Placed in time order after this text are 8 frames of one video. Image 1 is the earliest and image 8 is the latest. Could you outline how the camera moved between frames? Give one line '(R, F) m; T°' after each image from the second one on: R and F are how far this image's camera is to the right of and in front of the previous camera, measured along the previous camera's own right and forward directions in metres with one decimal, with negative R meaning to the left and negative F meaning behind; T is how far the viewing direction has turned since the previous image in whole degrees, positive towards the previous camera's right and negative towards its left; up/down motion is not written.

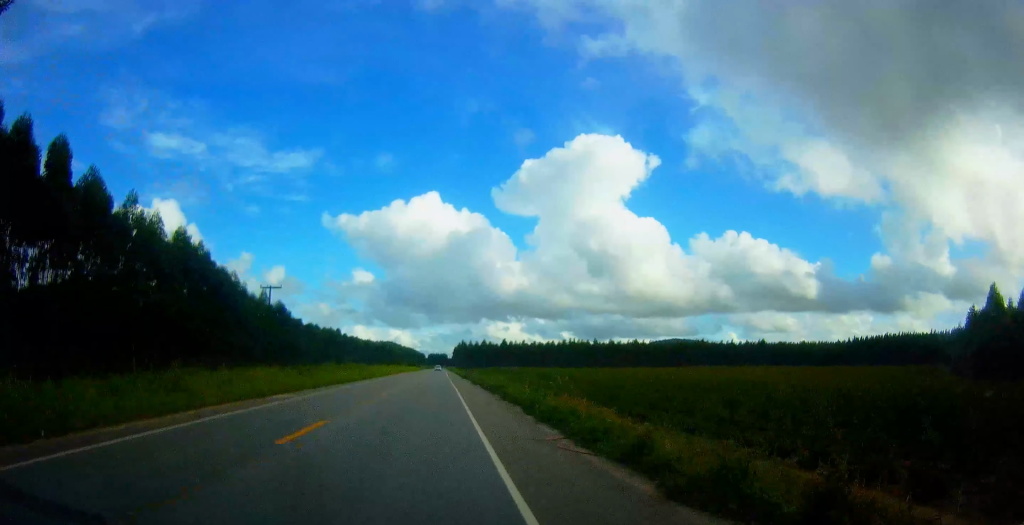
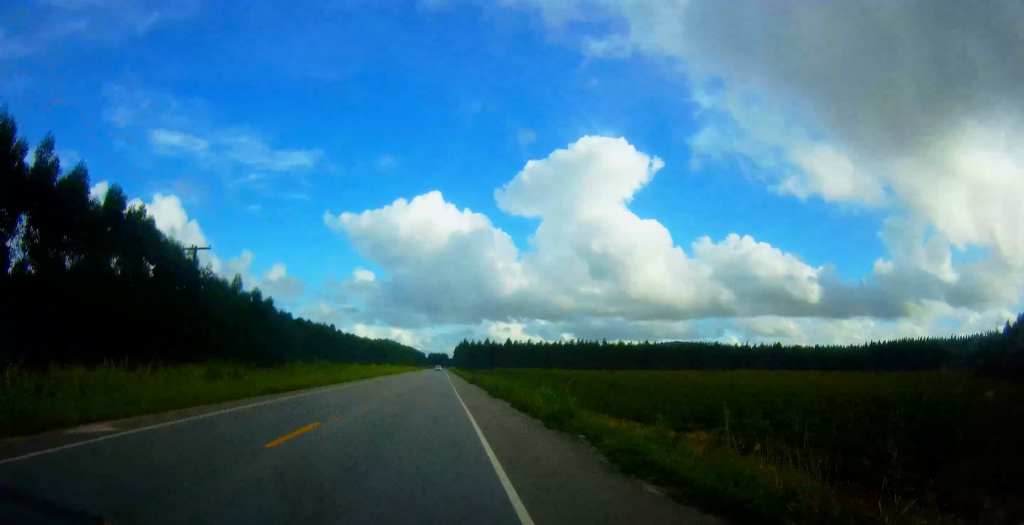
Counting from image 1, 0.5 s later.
(+0.1, +16.5) m; 0°
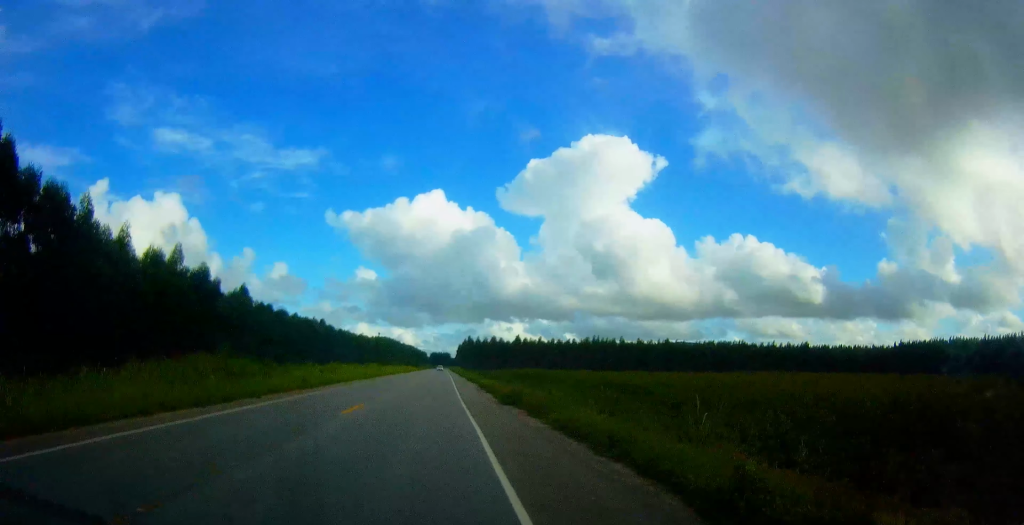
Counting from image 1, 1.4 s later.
(0.0, +25.5) m; 0°
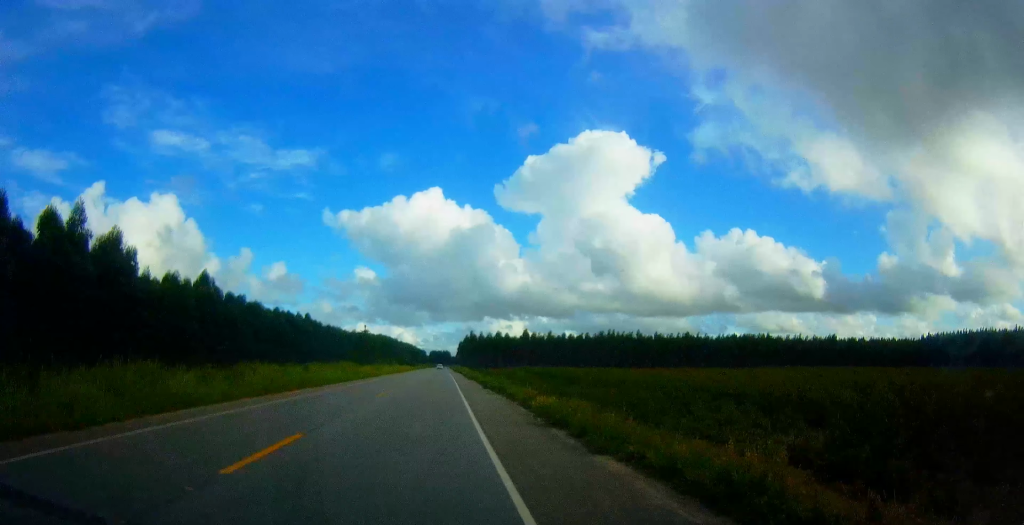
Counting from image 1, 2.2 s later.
(-0.1, +24.3) m; -1°
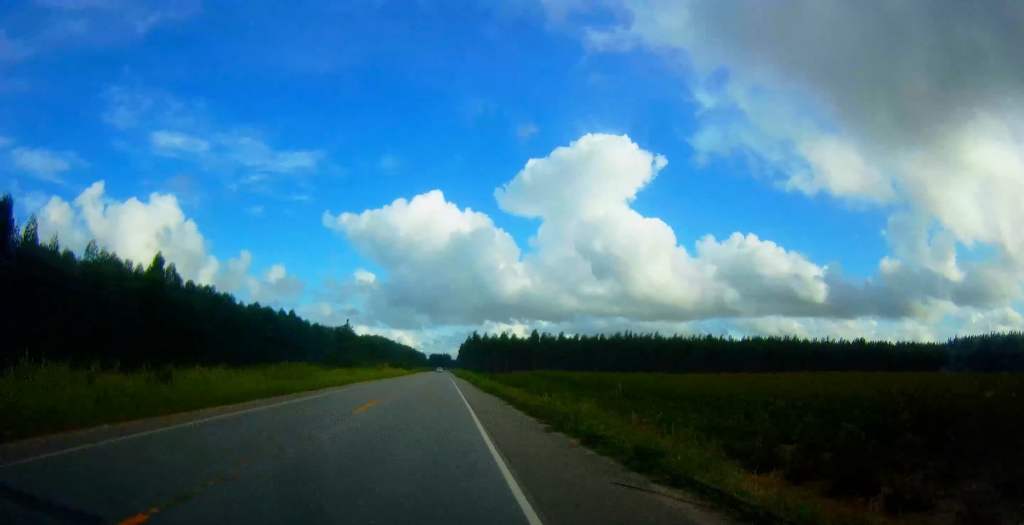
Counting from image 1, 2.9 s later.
(-0.1, +21.9) m; 0°
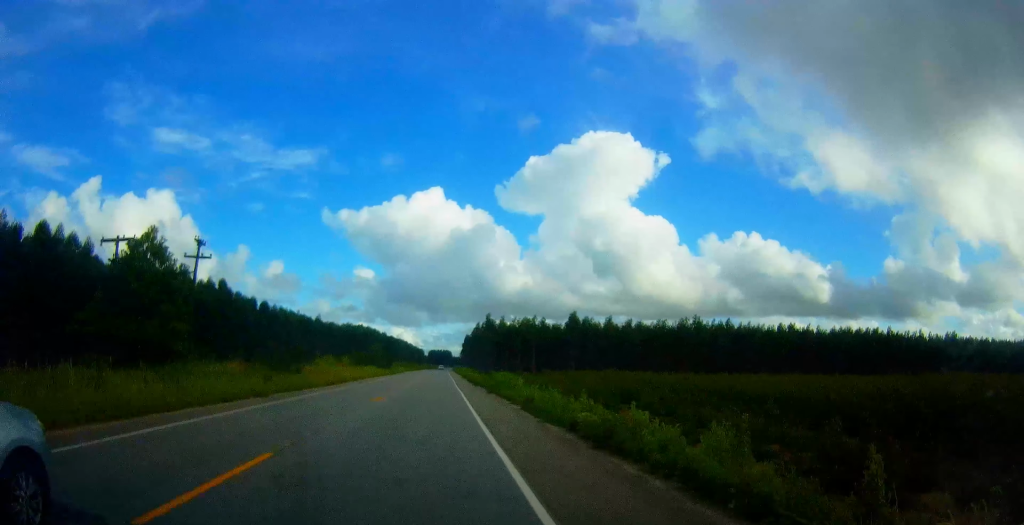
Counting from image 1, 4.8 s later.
(+1.0, +60.2) m; +1°
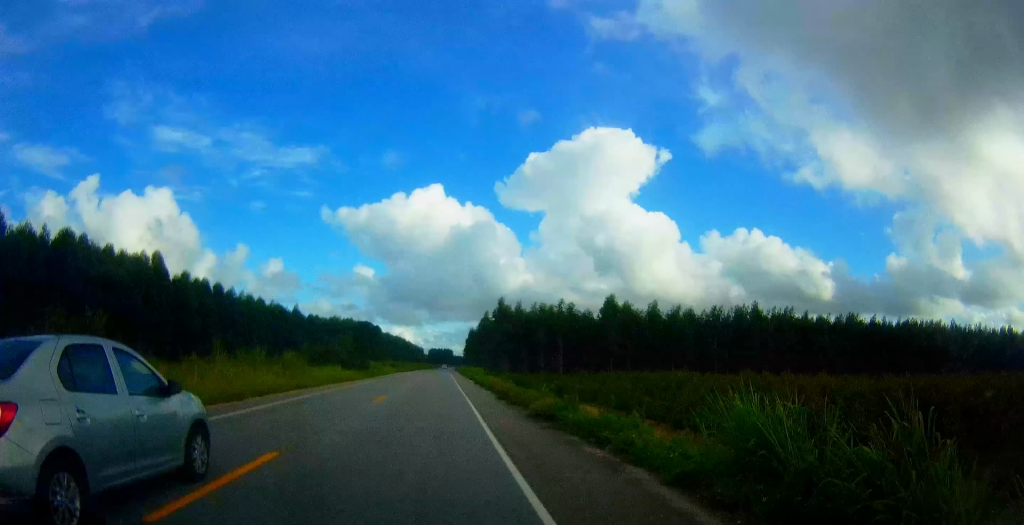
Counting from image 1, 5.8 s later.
(-0.2, +32.0) m; -1°
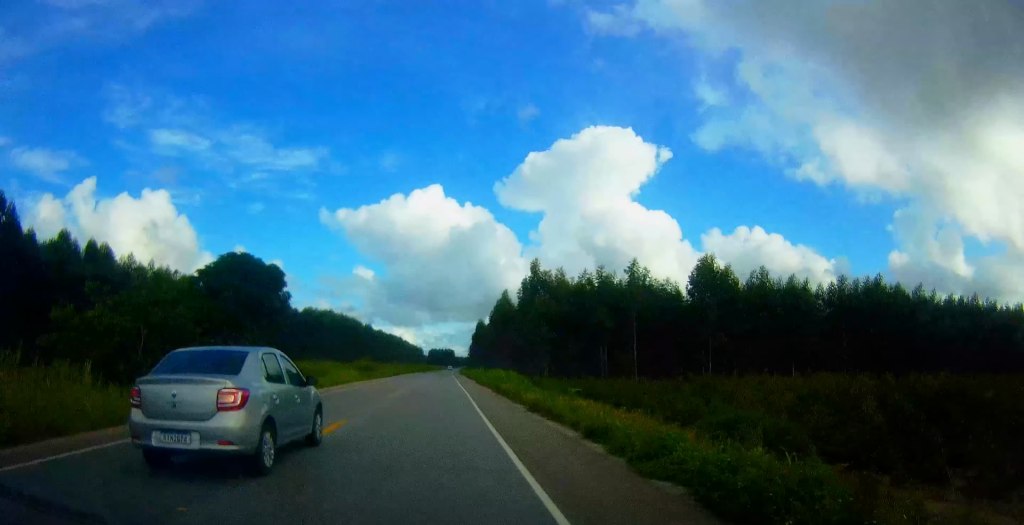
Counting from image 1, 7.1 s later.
(-0.4, +43.0) m; 0°
